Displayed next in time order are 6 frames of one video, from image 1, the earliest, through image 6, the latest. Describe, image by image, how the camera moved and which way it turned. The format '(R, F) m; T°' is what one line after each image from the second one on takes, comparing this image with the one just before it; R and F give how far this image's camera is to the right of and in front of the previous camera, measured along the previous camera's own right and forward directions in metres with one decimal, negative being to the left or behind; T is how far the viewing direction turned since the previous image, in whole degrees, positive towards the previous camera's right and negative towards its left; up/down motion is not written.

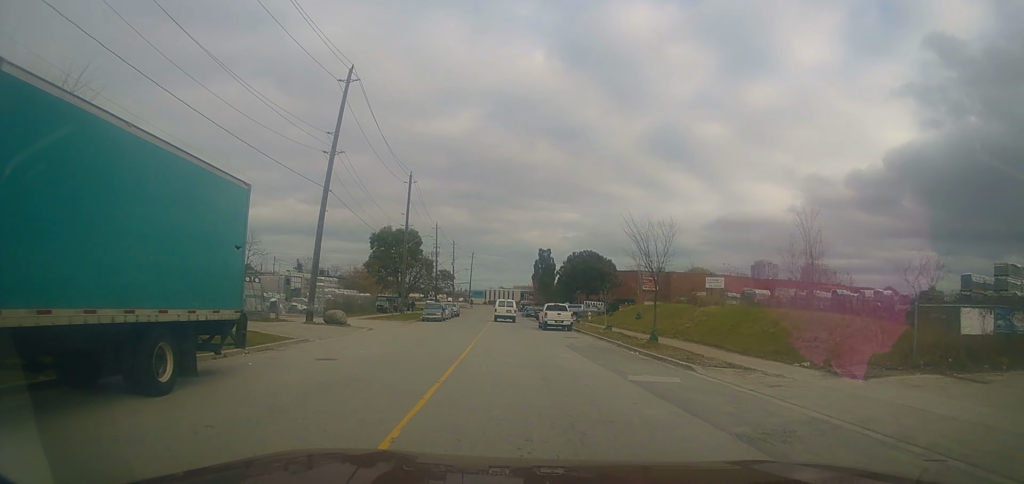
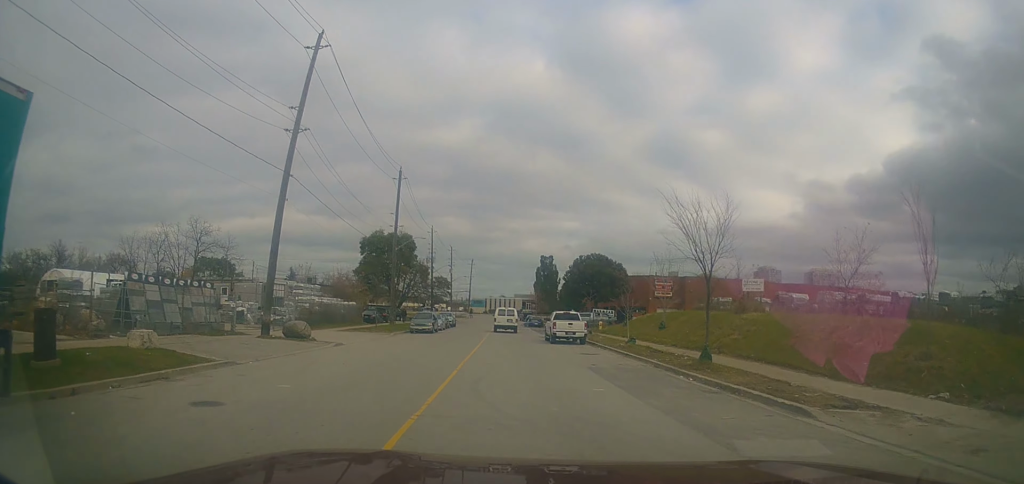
(-0.1, +6.8) m; 0°
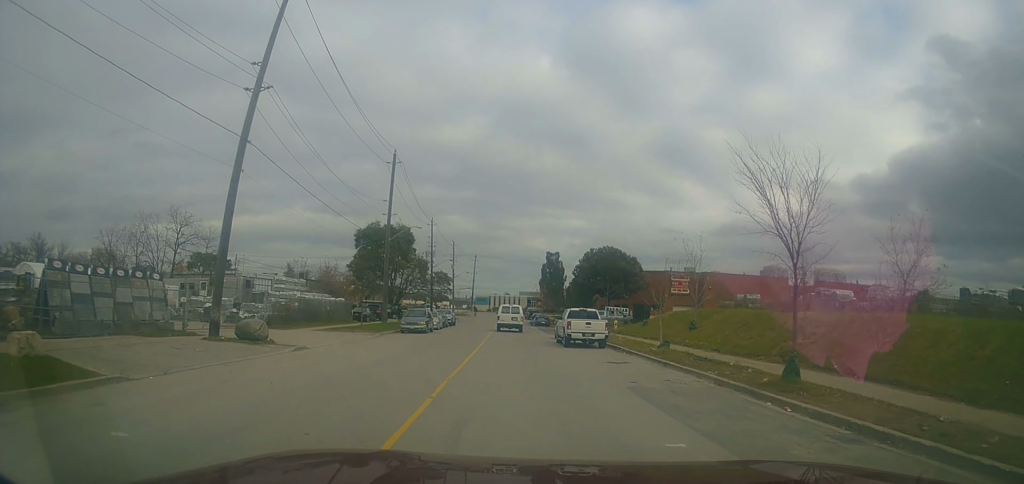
(+0.2, +5.8) m; -1°
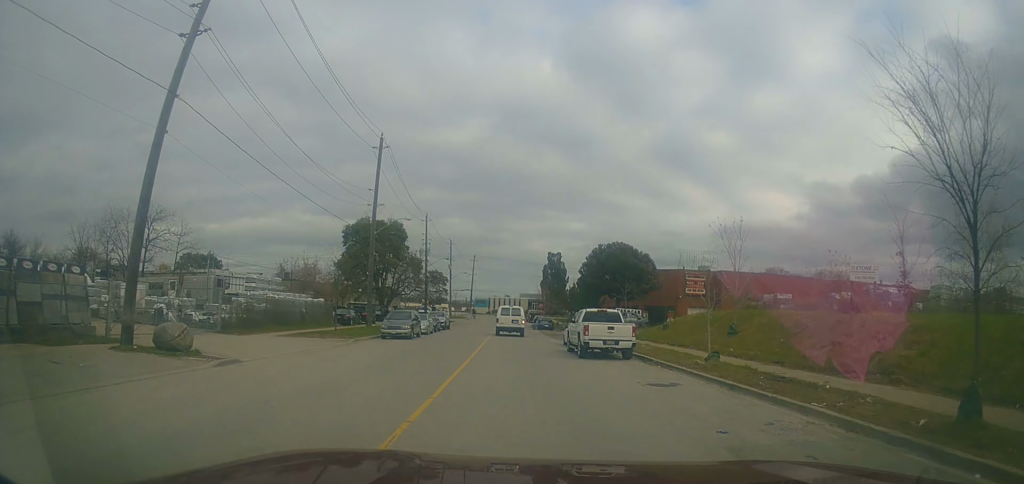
(-0.4, +6.2) m; +1°
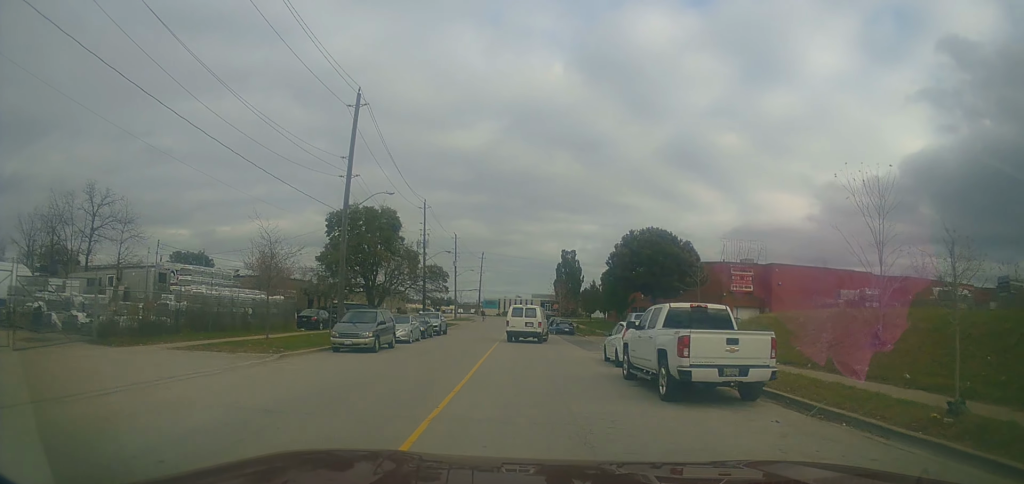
(+0.5, +11.4) m; -4°
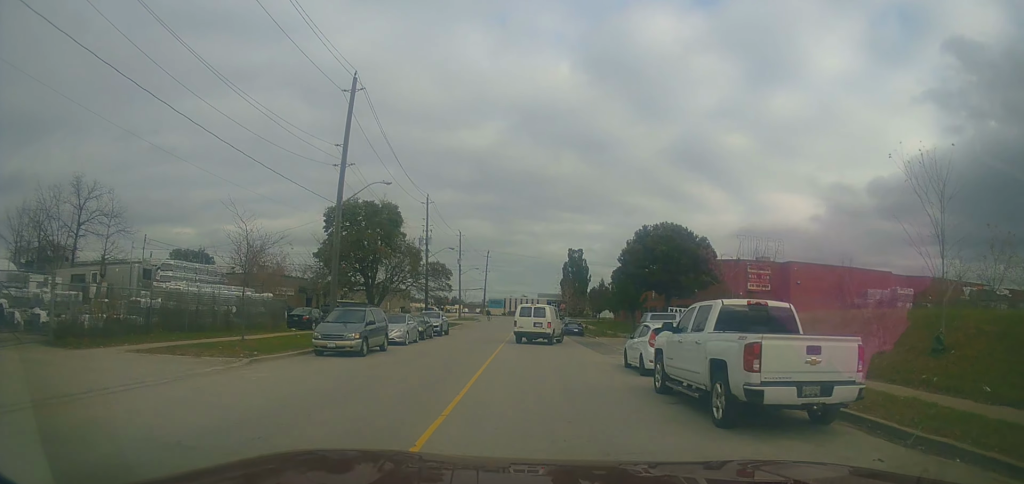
(-0.4, +2.7) m; 0°
